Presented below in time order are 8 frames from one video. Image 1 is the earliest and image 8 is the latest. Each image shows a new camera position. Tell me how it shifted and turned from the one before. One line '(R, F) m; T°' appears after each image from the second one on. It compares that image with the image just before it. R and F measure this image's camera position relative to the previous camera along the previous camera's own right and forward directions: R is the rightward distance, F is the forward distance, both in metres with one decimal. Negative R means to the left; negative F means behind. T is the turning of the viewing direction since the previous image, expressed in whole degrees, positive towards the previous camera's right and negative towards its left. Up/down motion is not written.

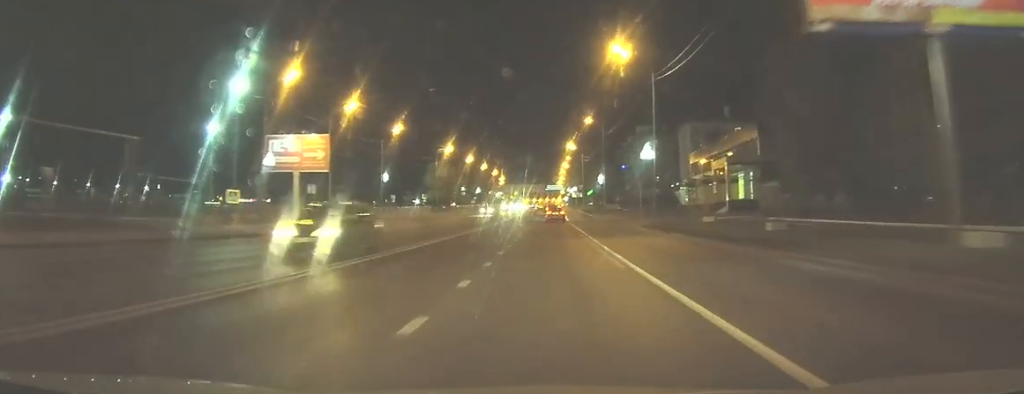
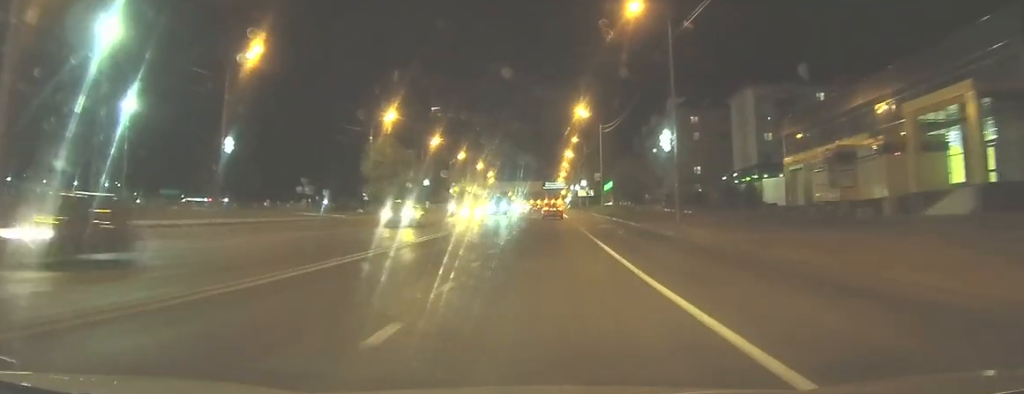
(-0.1, +47.3) m; 0°
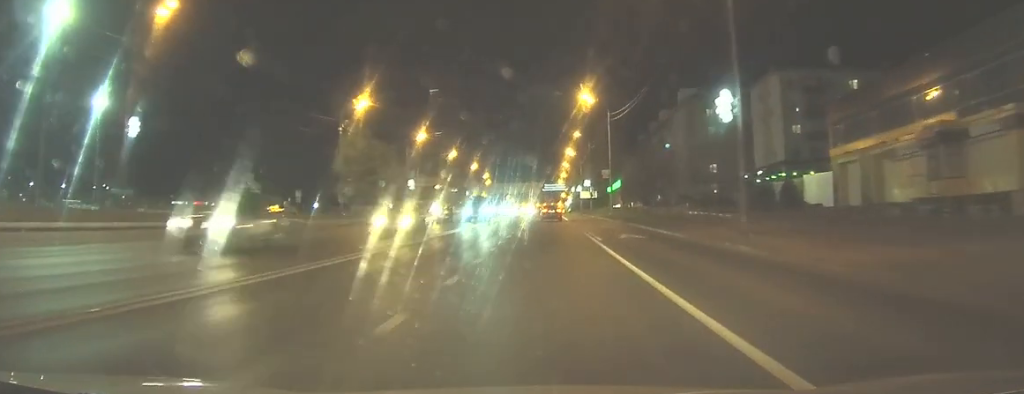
(0.0, +12.4) m; 0°
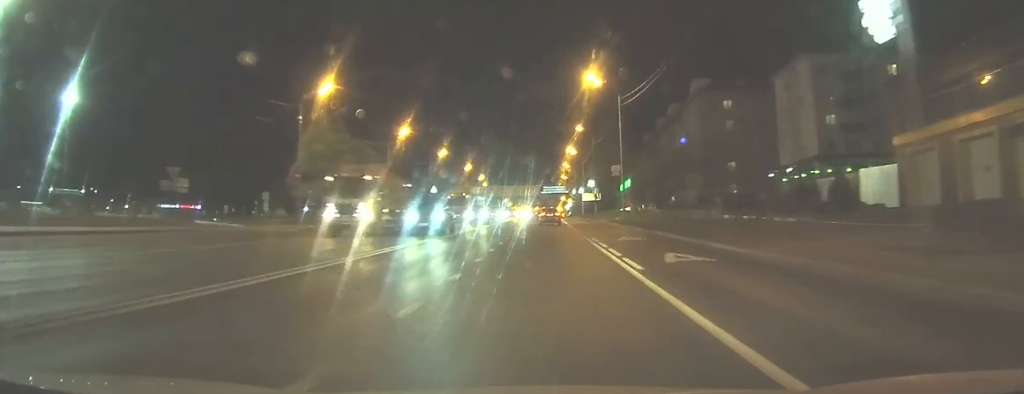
(0.0, +11.5) m; 0°
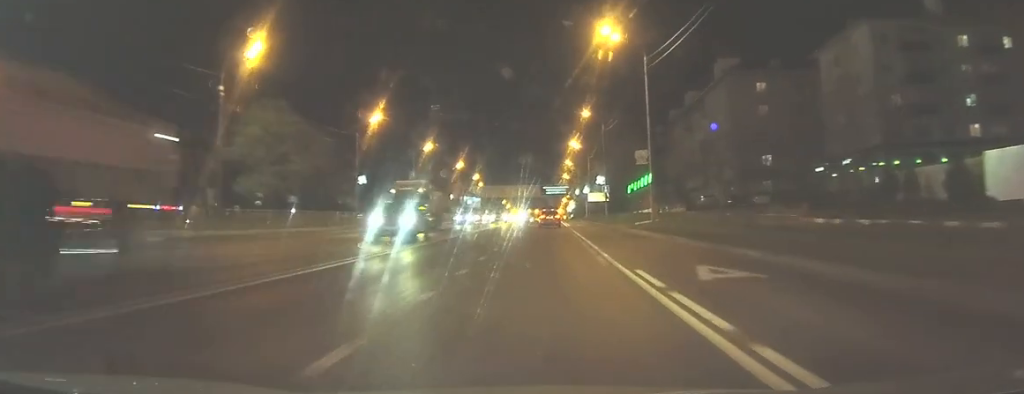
(0.0, +14.9) m; 0°
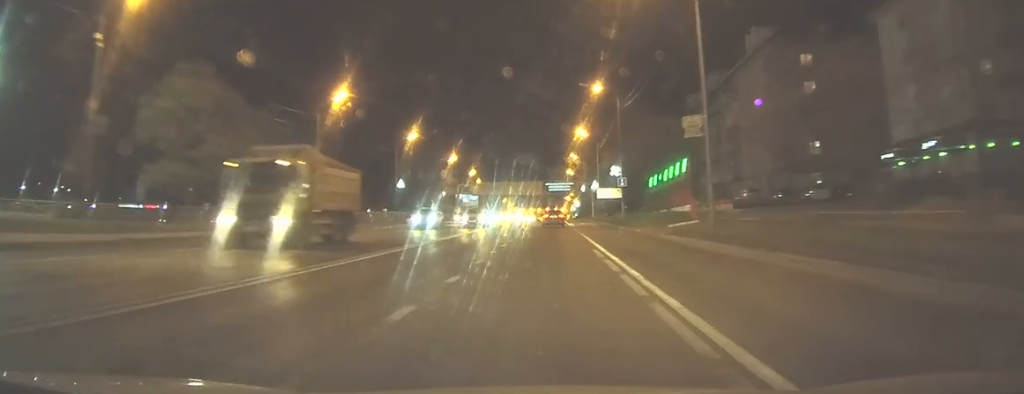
(+0.1, +13.4) m; 0°
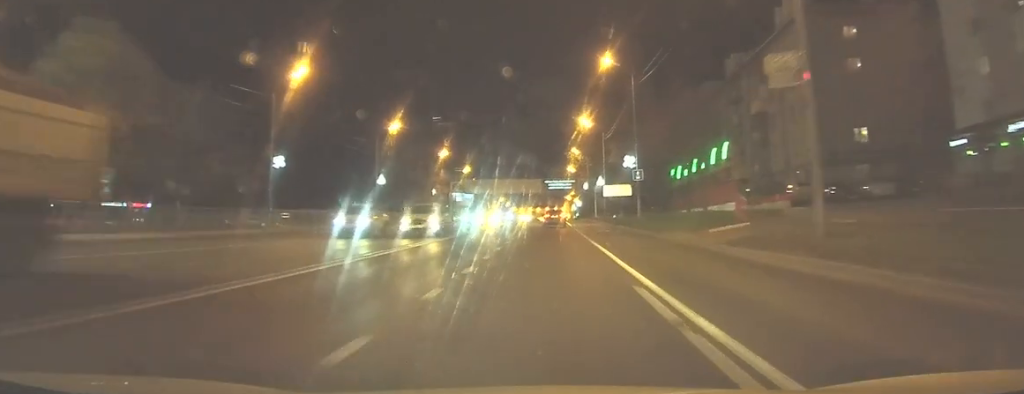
(0.0, +10.0) m; 0°
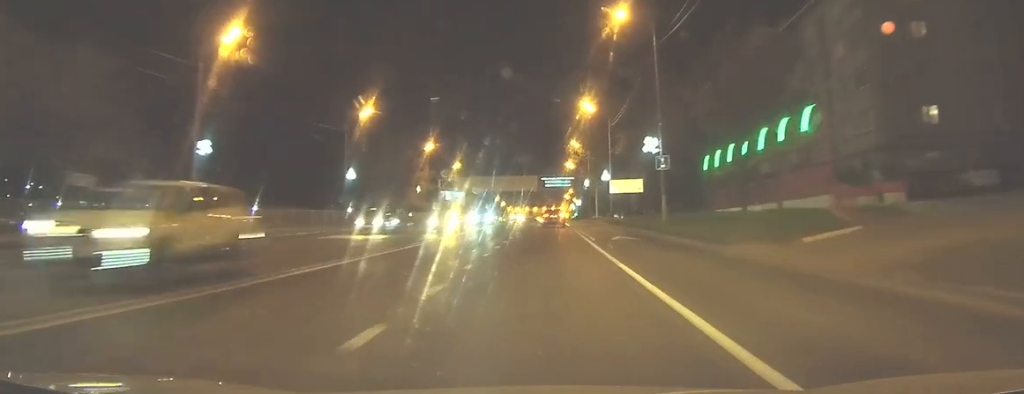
(0.0, +10.9) m; 0°
